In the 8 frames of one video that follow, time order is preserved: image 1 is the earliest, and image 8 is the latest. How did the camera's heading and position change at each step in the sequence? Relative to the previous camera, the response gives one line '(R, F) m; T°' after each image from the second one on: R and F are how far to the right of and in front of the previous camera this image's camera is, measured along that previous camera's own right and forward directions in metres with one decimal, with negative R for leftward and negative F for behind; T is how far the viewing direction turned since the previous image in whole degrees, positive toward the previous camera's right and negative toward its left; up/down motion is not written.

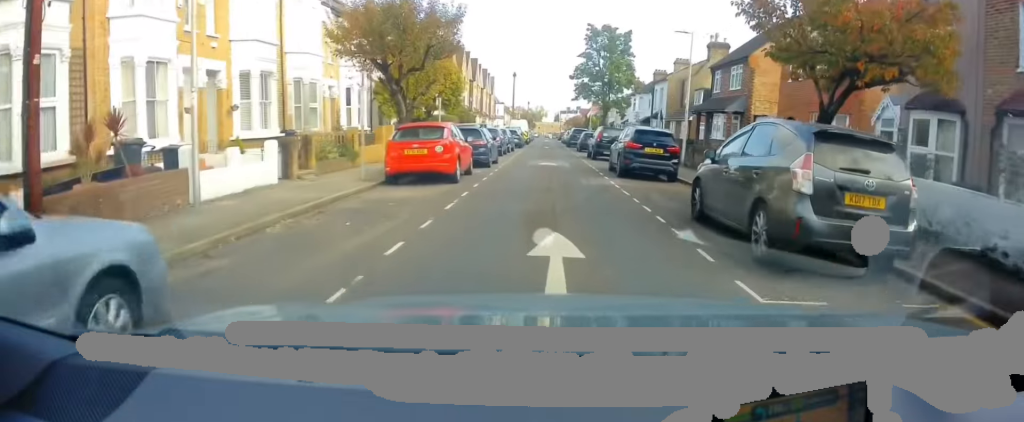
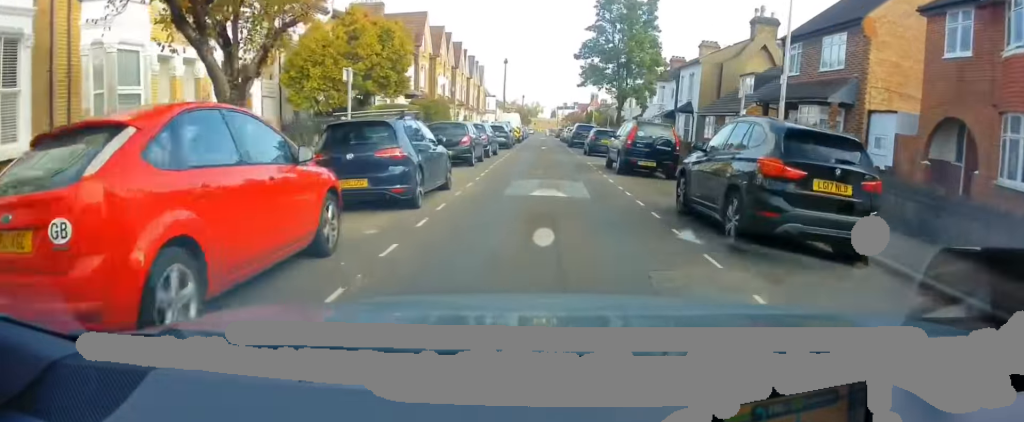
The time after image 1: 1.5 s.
(-0.1, +10.6) m; +1°
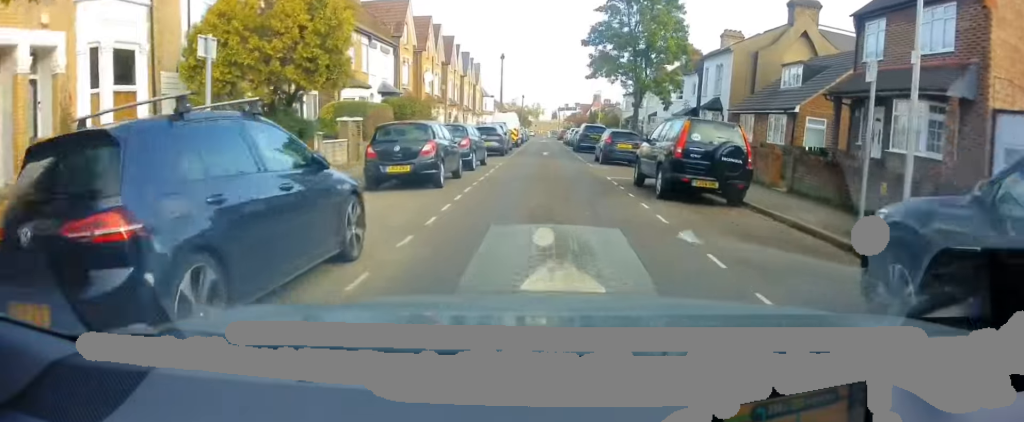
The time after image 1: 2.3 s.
(+0.2, +5.9) m; +2°
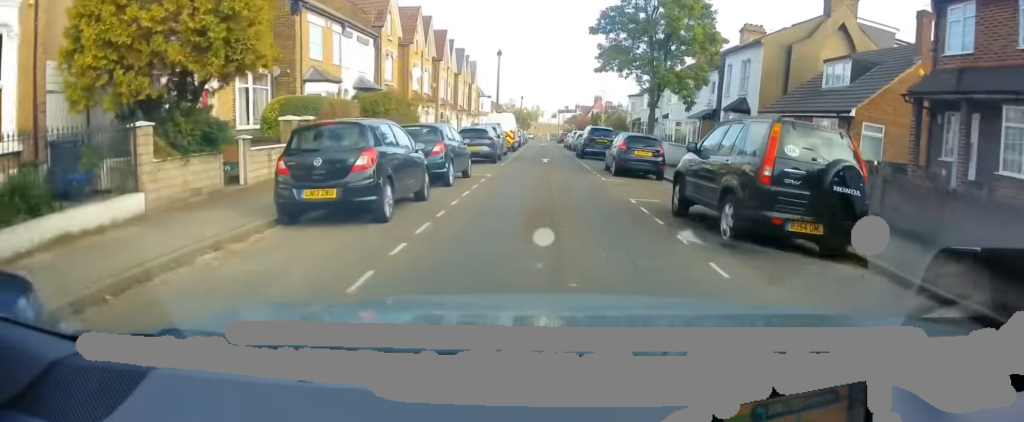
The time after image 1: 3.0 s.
(0.0, +4.4) m; +1°
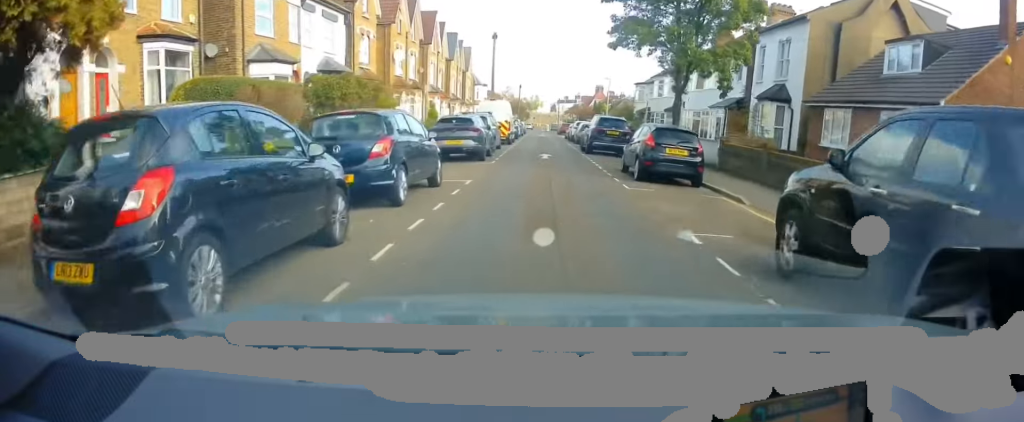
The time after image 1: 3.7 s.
(0.0, +4.7) m; +1°
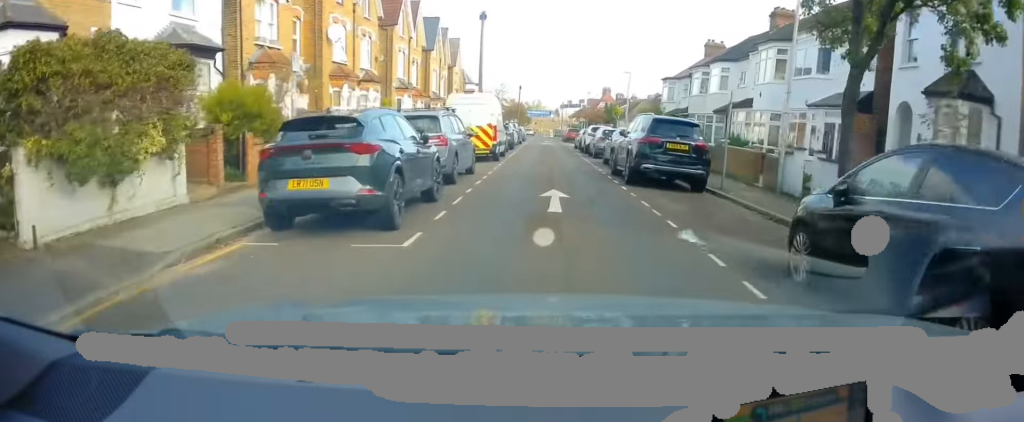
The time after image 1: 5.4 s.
(+0.1, +11.6) m; -1°
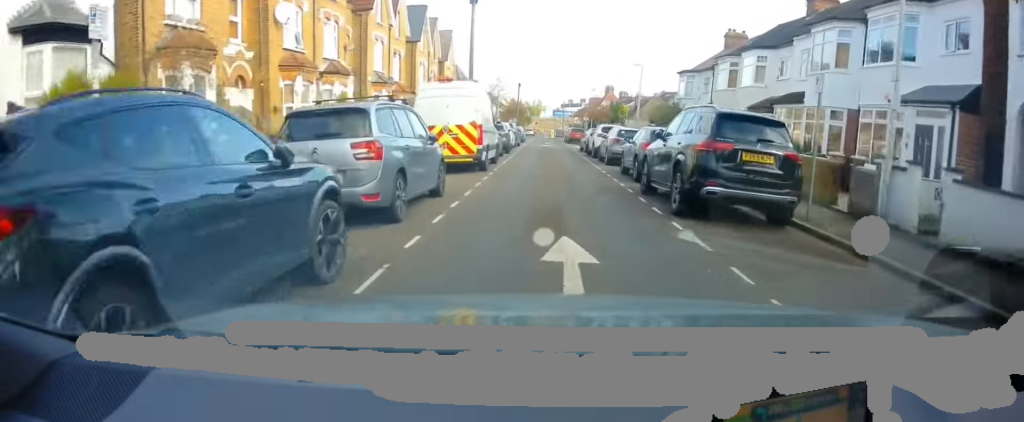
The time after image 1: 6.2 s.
(0.0, +5.0) m; -2°
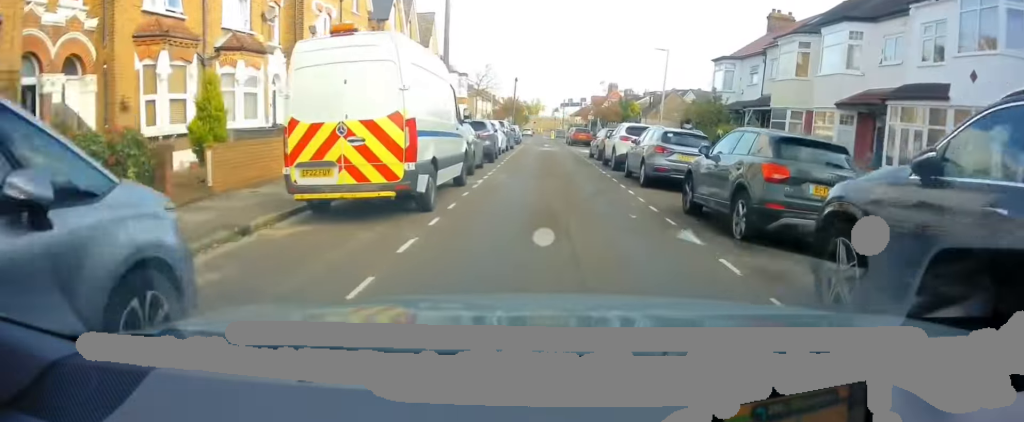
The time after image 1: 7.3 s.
(-0.2, +8.0) m; +3°
